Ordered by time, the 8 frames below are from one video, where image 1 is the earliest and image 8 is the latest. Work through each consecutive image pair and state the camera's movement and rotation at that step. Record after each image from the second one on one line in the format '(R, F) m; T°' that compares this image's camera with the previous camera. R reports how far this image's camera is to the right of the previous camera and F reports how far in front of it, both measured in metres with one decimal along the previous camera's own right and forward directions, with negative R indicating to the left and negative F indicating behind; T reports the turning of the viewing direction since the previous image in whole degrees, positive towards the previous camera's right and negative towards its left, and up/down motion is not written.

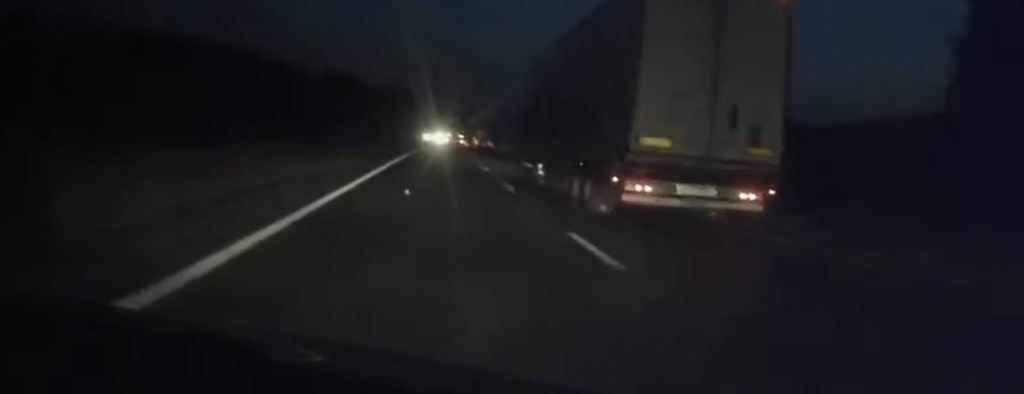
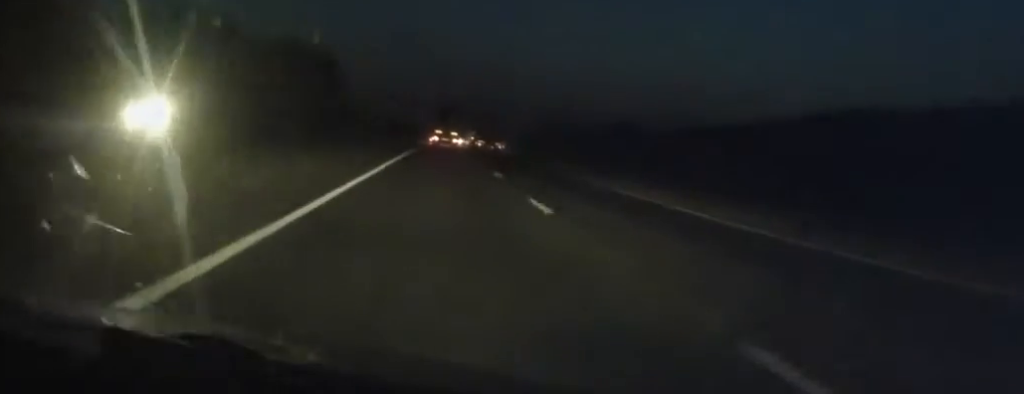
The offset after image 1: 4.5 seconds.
(+1.5, +115.0) m; +2°
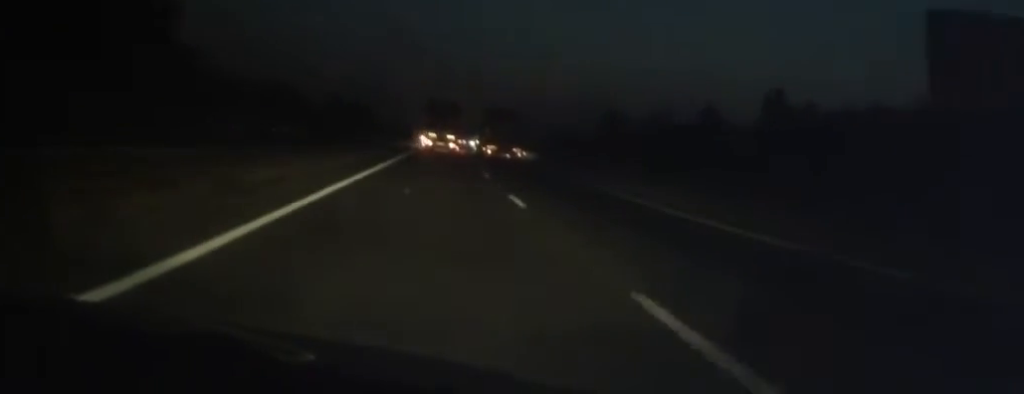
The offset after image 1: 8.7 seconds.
(+1.6, +104.7) m; +2°
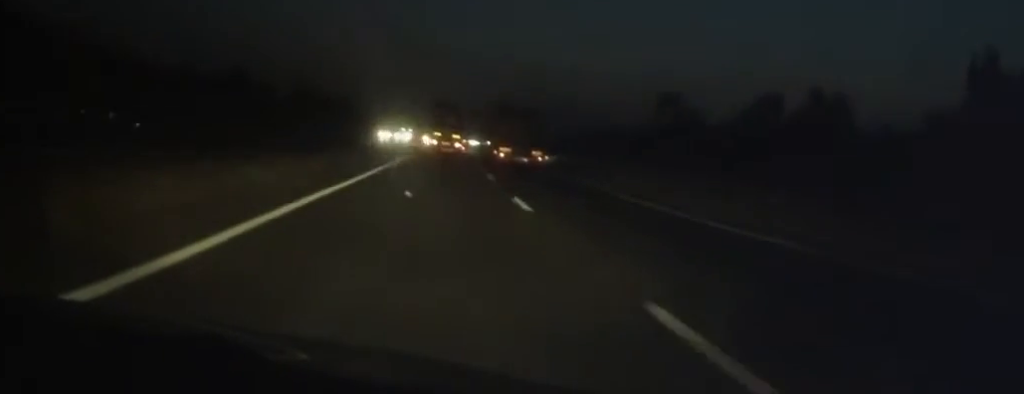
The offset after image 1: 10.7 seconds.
(+0.3, +50.9) m; +1°
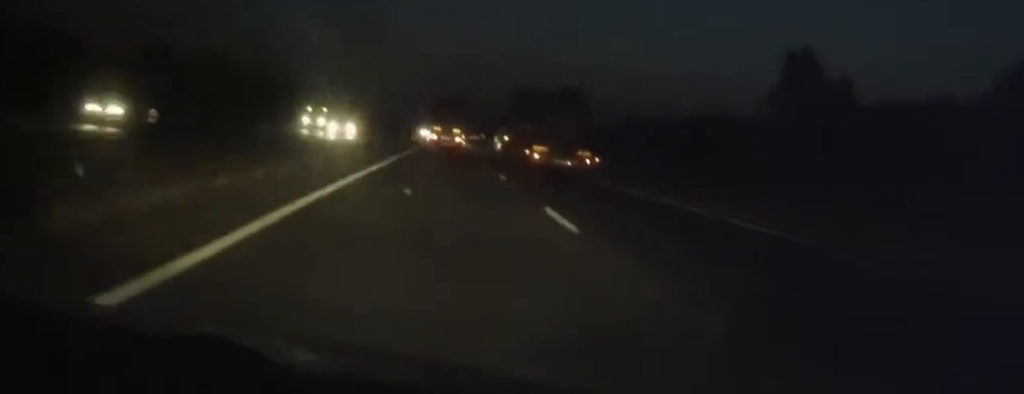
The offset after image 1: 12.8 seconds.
(+0.5, +54.5) m; +1°
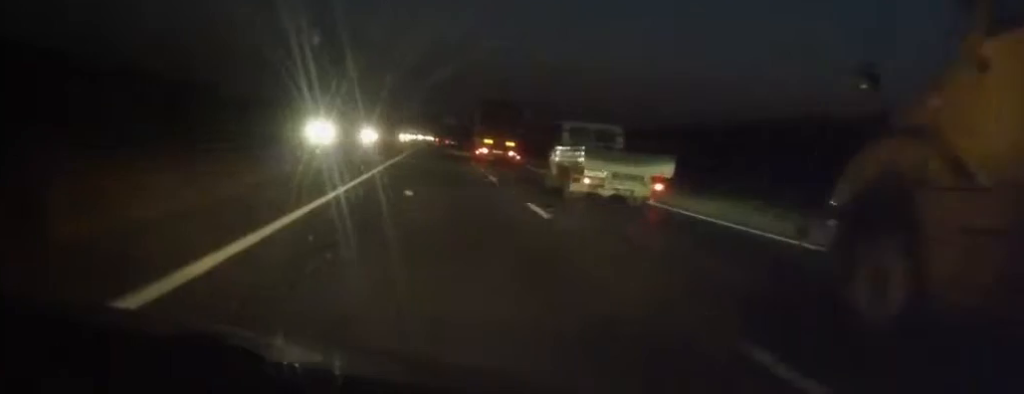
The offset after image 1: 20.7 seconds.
(+5.5, +201.0) m; +3°
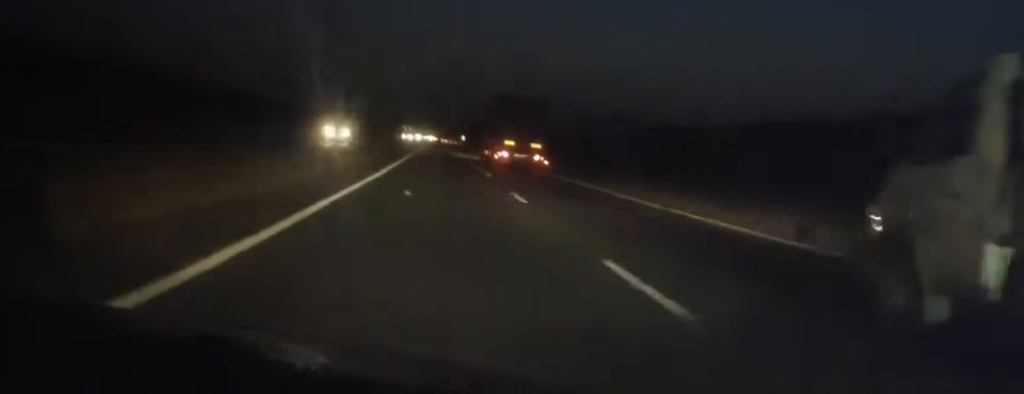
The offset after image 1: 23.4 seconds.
(+0.4, +67.0) m; 0°
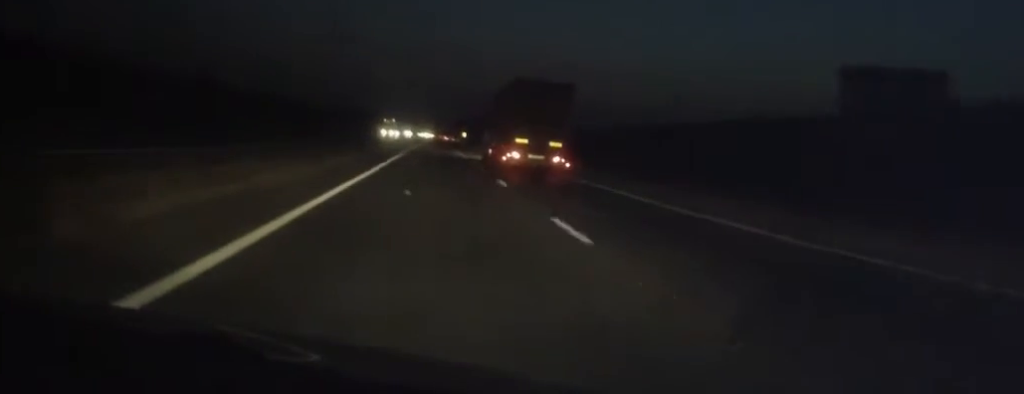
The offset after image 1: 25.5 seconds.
(0.0, +53.2) m; 0°
